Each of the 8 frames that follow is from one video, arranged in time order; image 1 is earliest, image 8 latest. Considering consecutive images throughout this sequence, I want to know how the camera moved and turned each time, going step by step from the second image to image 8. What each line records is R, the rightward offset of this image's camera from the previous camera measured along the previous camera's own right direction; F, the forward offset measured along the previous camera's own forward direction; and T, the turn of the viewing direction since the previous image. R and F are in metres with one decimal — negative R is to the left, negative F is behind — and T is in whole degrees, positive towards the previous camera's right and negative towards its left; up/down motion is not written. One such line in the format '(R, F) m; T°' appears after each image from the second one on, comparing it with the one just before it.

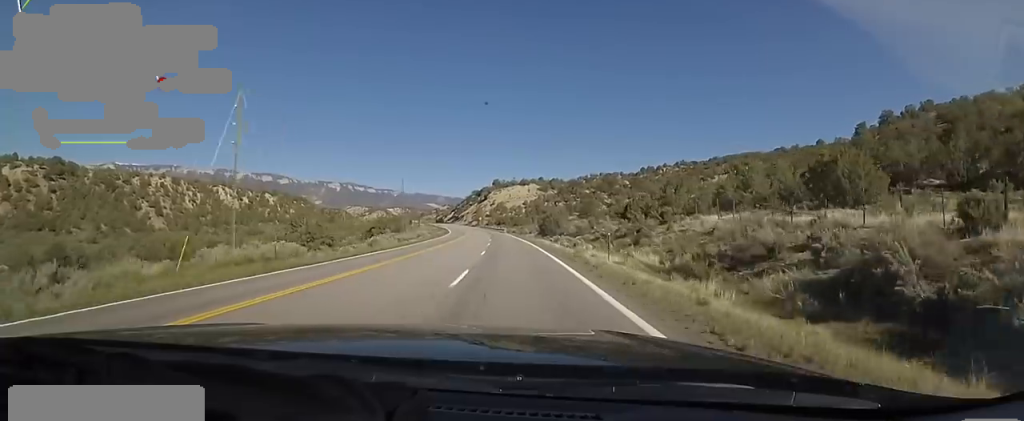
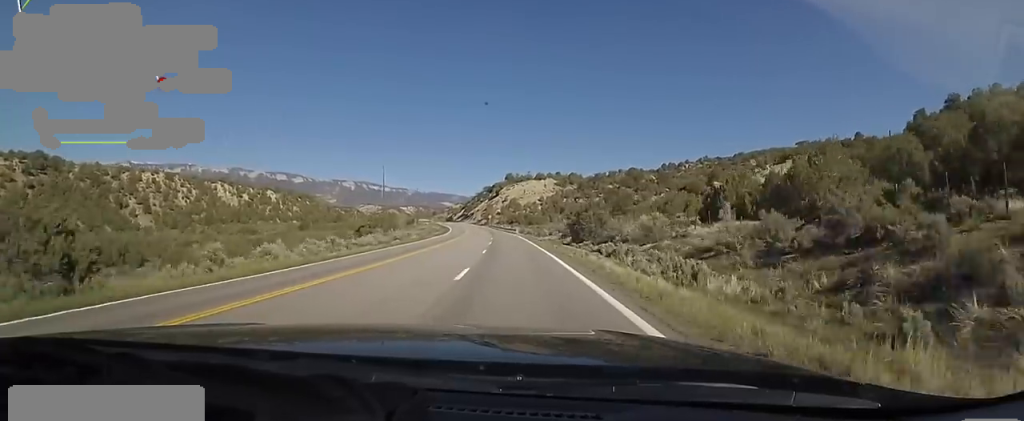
(-0.8, +23.3) m; -4°
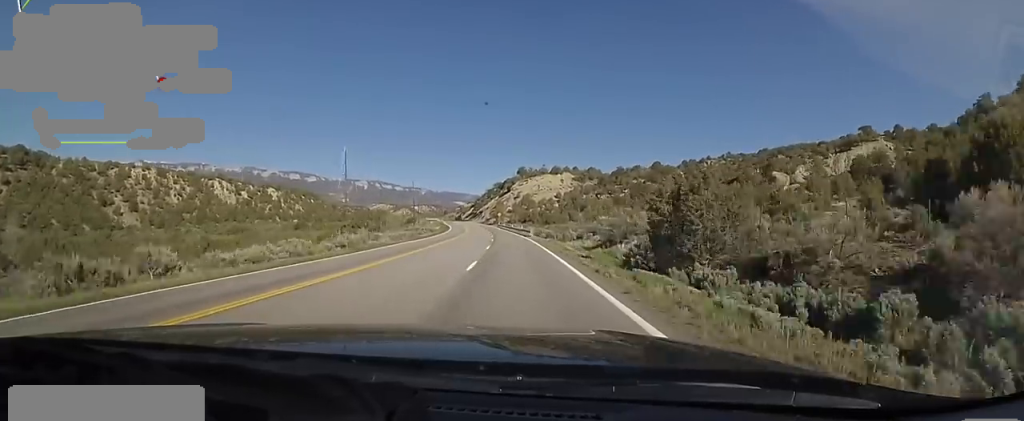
(-0.7, +21.7) m; -1°
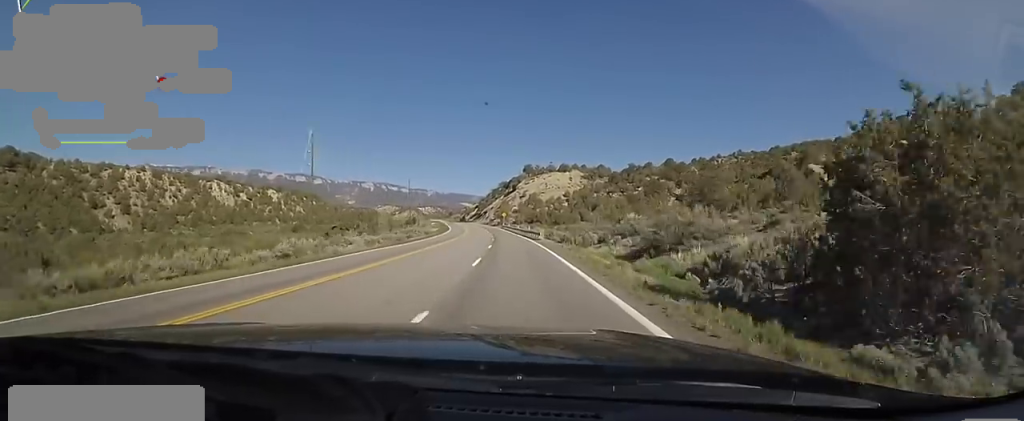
(-0.4, +10.5) m; +1°
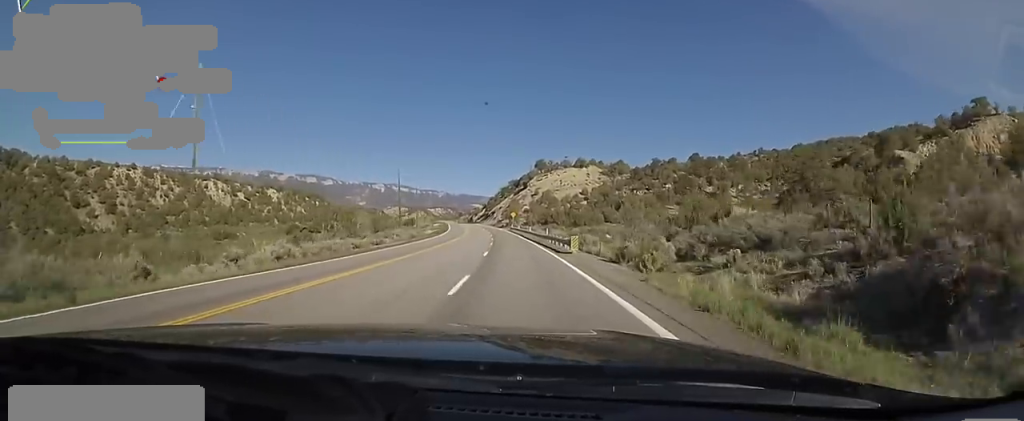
(+0.9, +18.6) m; -1°
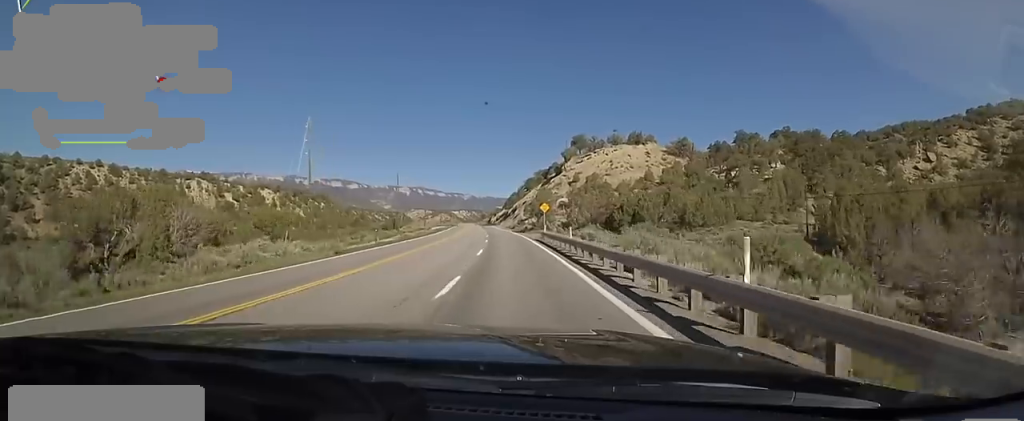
(-2.2, +48.1) m; -6°
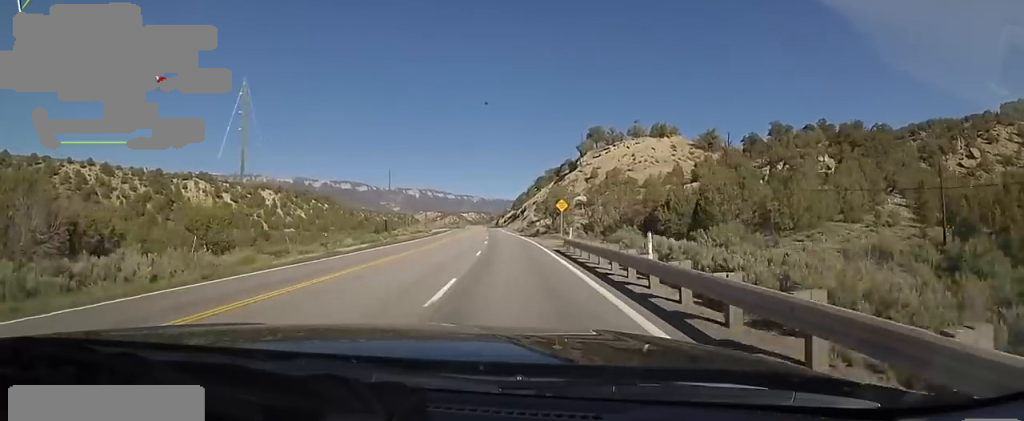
(-0.2, +13.0) m; -1°
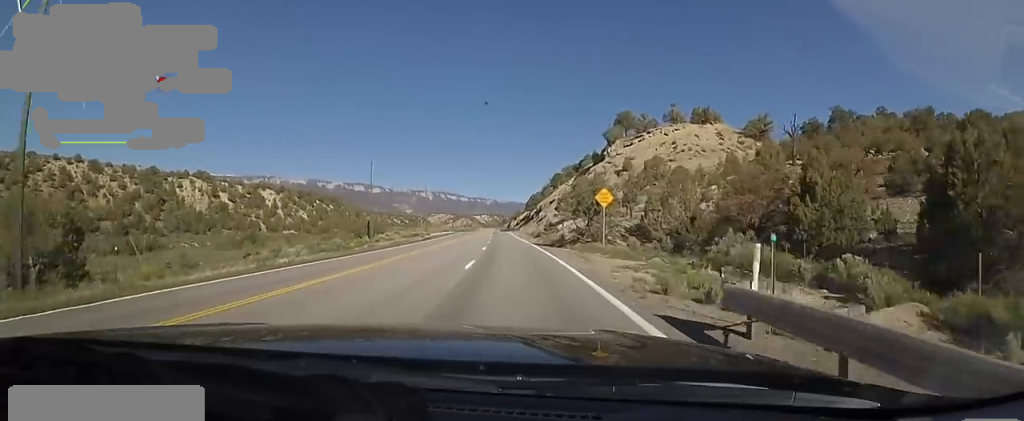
(-1.1, +17.9) m; -1°
